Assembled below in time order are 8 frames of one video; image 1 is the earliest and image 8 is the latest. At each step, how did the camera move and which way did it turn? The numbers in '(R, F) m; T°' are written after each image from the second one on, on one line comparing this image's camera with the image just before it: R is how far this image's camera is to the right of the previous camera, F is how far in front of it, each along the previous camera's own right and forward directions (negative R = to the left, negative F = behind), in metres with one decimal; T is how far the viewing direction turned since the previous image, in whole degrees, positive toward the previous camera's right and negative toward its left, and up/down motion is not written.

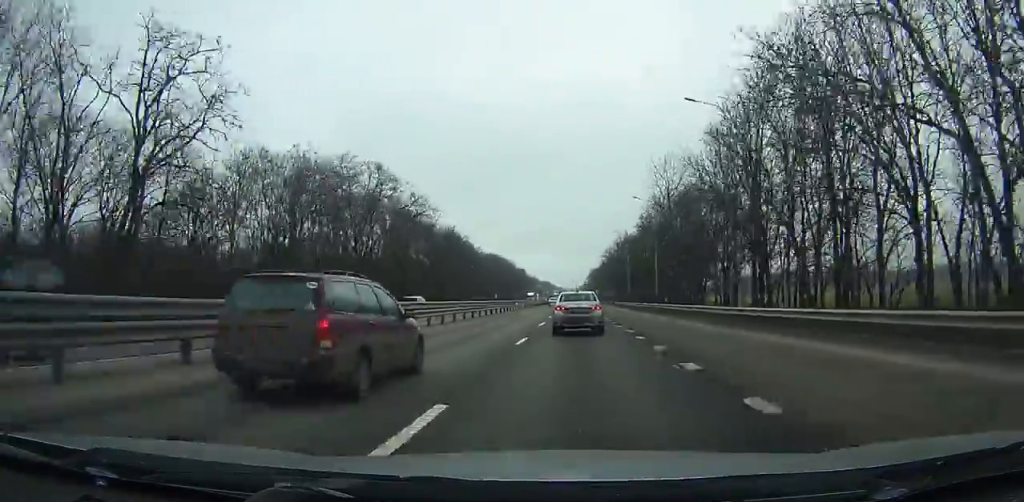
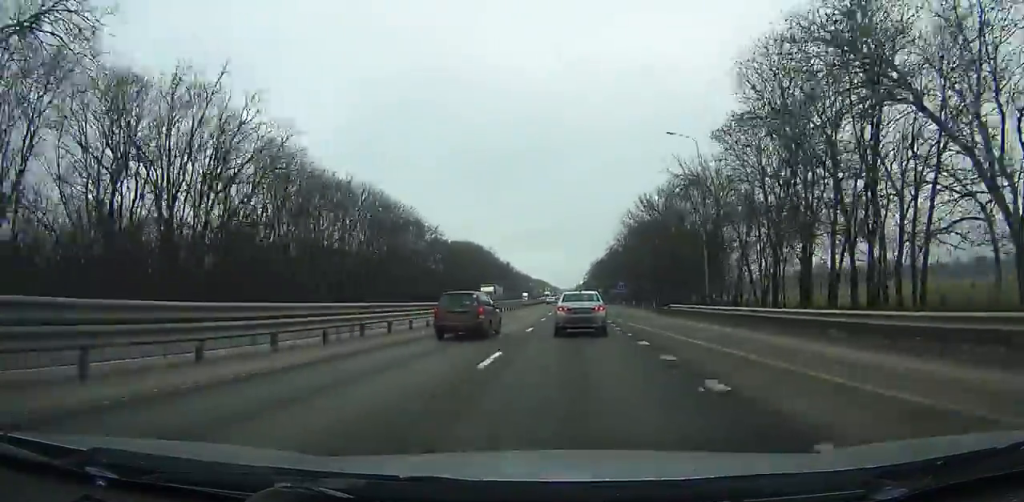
(0.0, +52.9) m; 0°
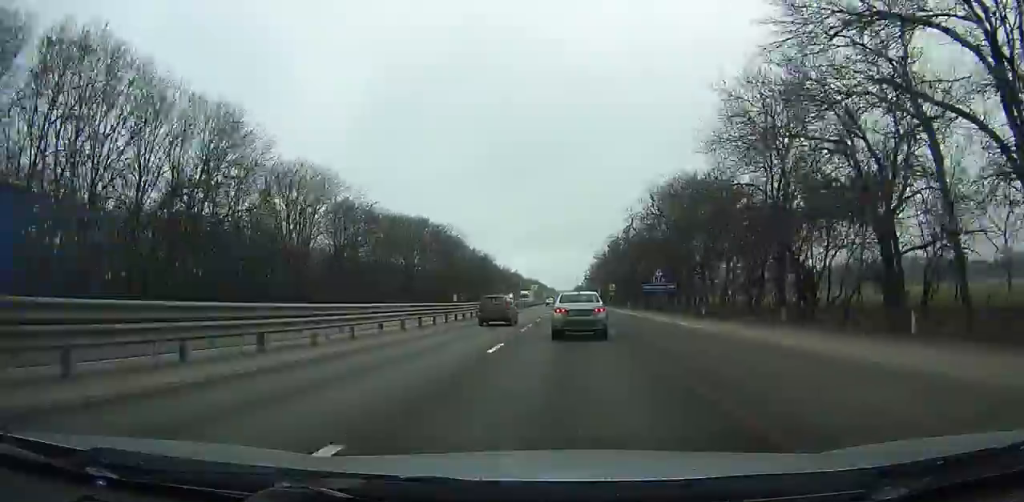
(-0.2, +56.9) m; 0°
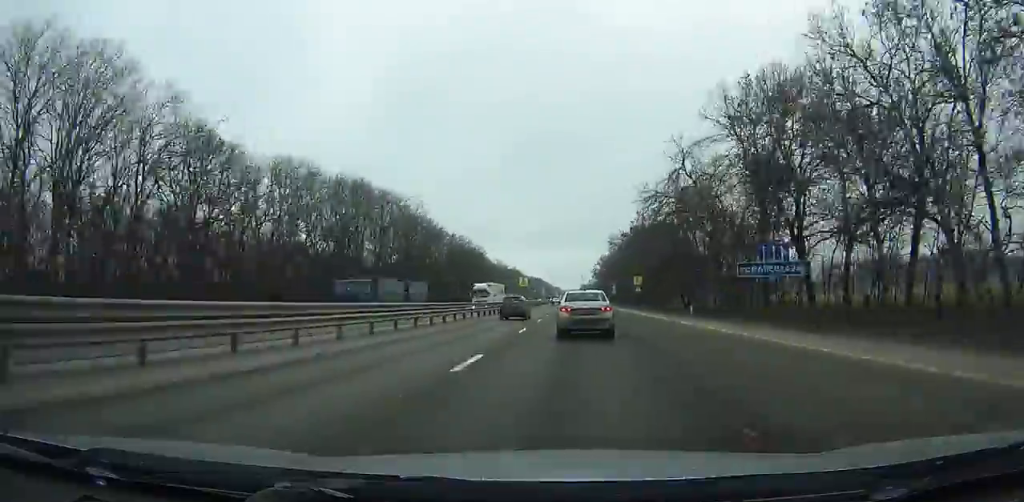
(-0.2, +40.6) m; 0°
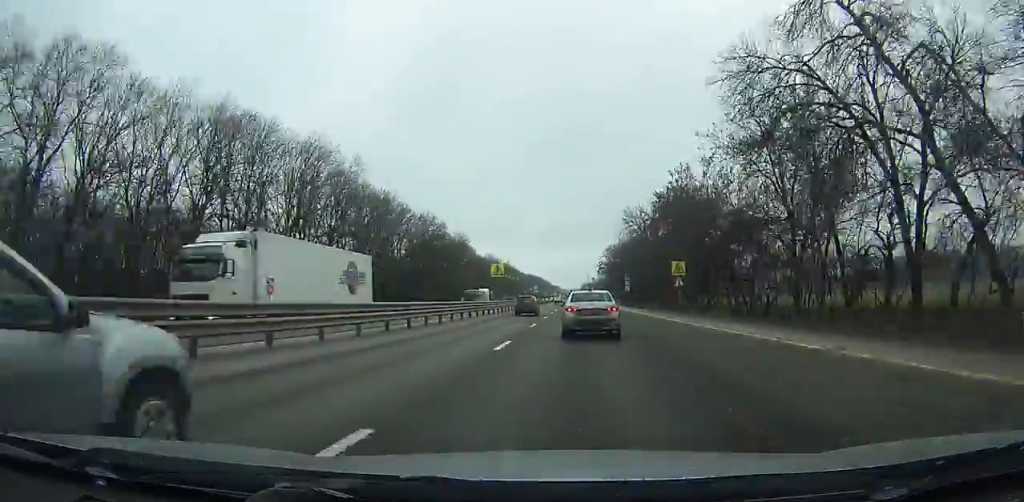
(+0.1, +32.3) m; 0°
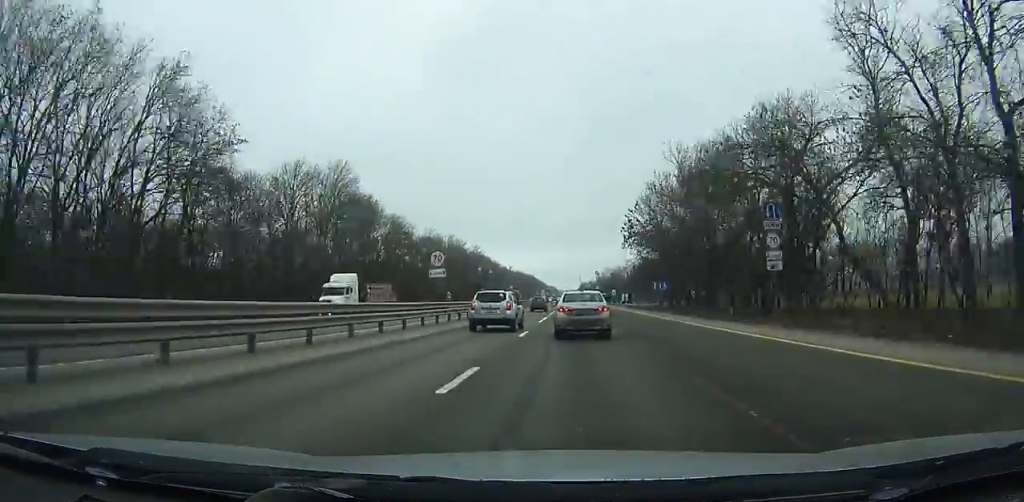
(+0.4, +79.2) m; 0°
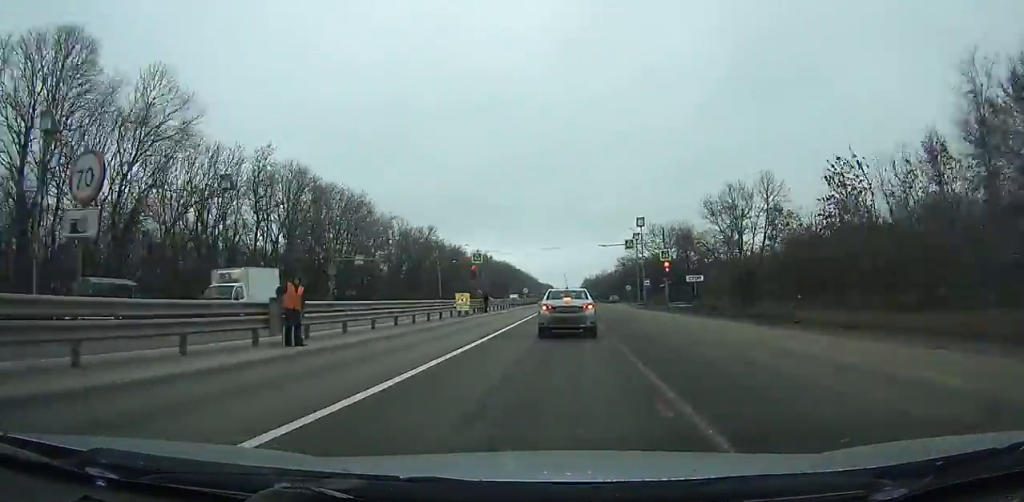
(-0.2, +112.3) m; -2°
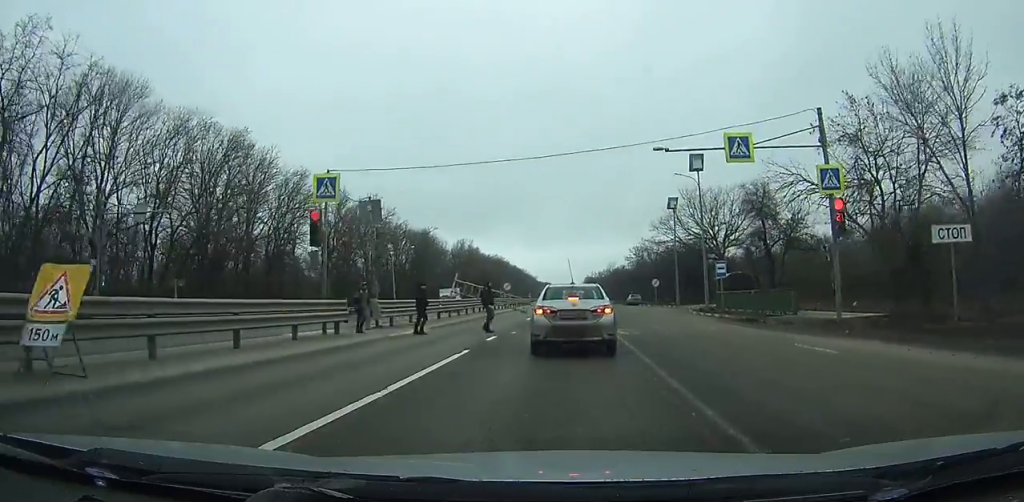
(-0.5, +25.1) m; -2°
